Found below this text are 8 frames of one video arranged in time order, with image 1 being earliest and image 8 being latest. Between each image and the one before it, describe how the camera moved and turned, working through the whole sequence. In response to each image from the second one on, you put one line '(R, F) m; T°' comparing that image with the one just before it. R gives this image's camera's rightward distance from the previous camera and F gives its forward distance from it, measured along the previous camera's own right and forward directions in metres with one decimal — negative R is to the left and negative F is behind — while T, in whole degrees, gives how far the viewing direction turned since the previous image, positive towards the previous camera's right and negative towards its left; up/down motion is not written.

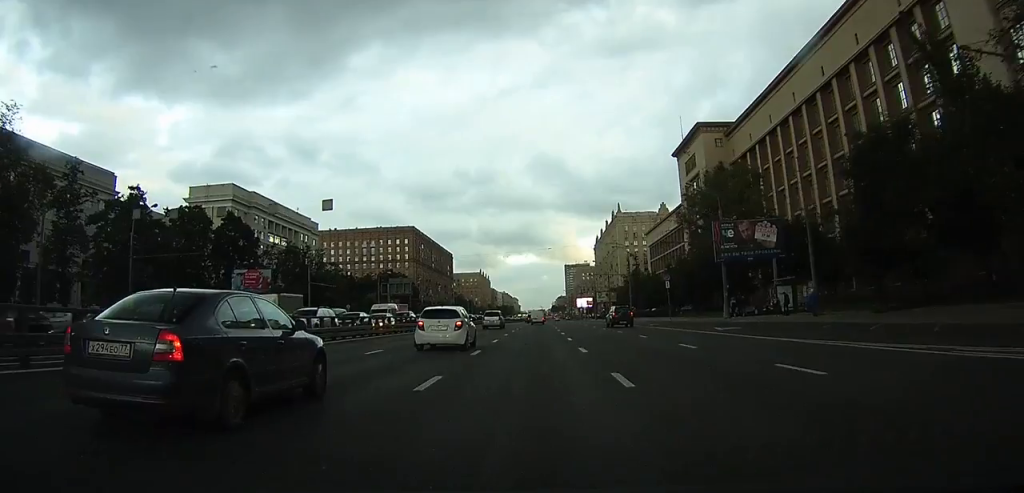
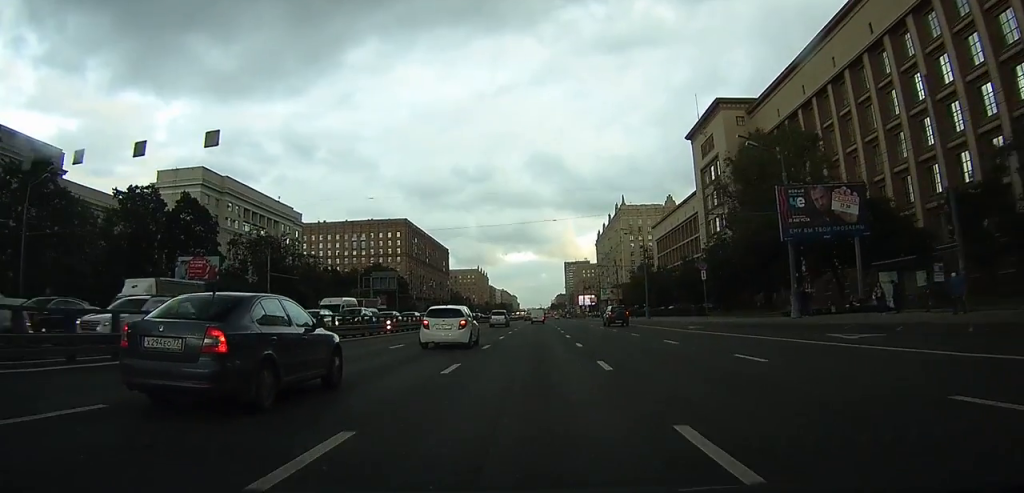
(-0.1, +13.5) m; -1°
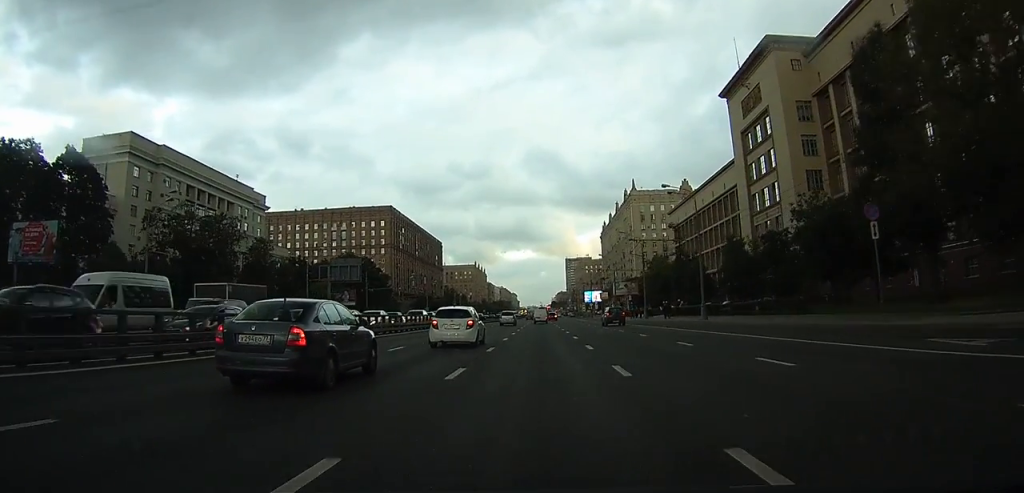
(-0.2, +25.1) m; -1°
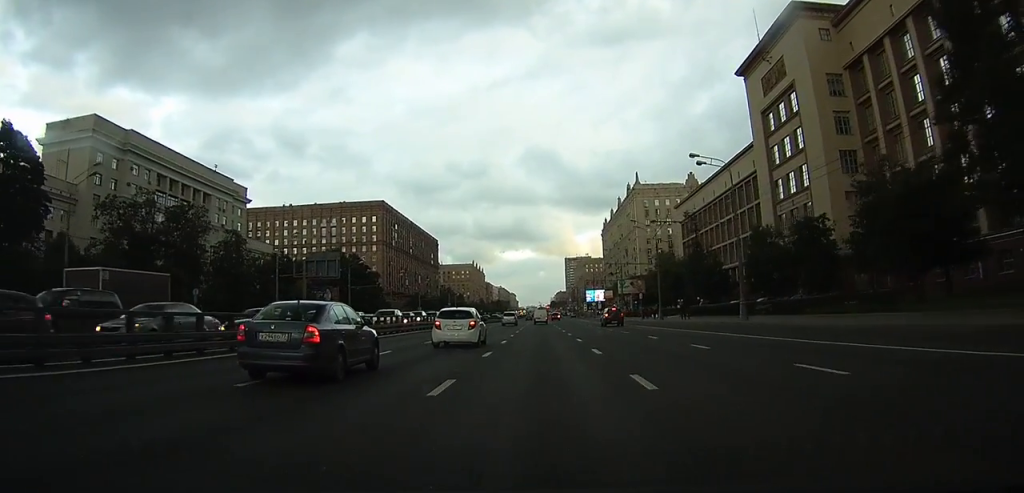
(0.0, +10.0) m; 0°
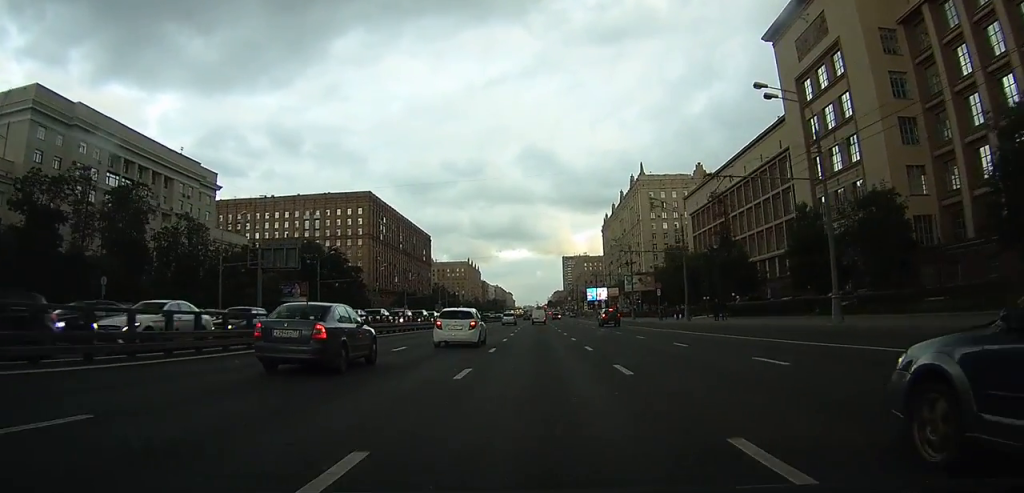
(0.0, +13.6) m; 0°
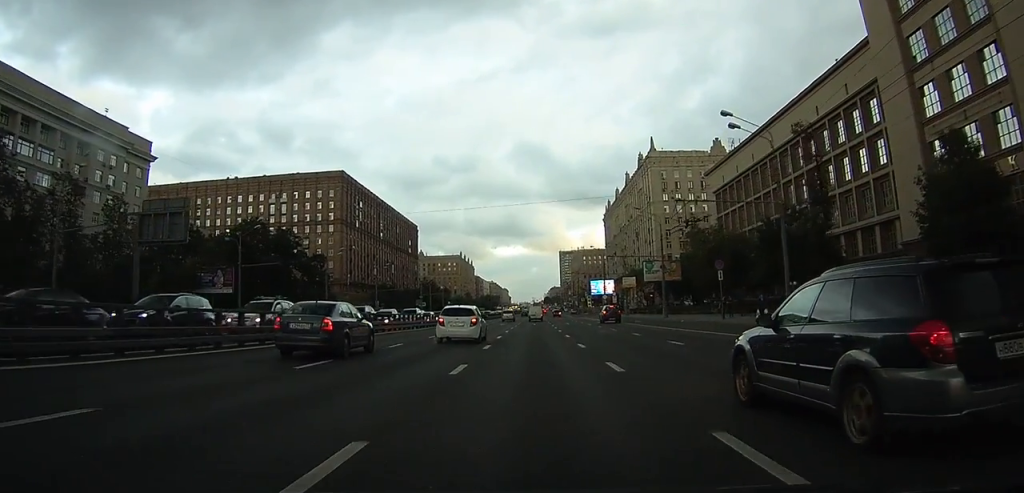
(+0.1, +23.8) m; 0°
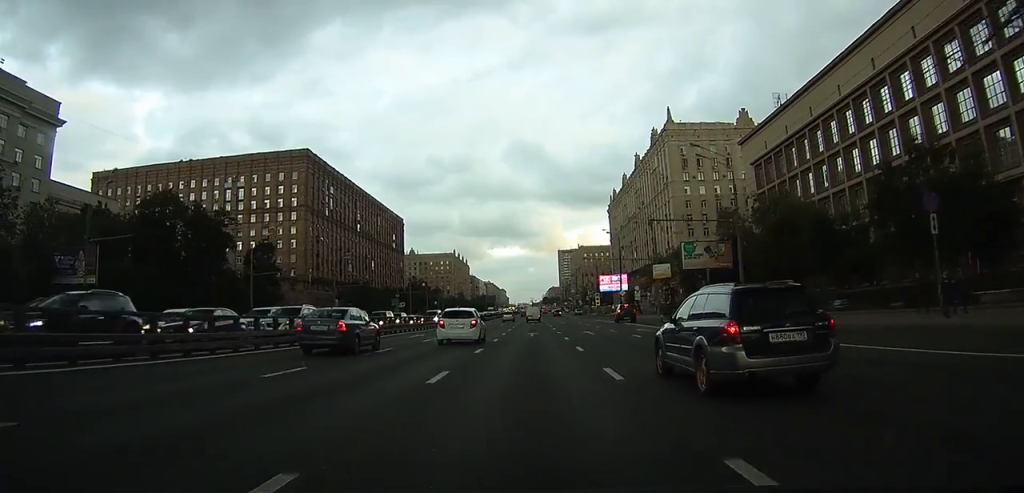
(+0.1, +25.0) m; 0°
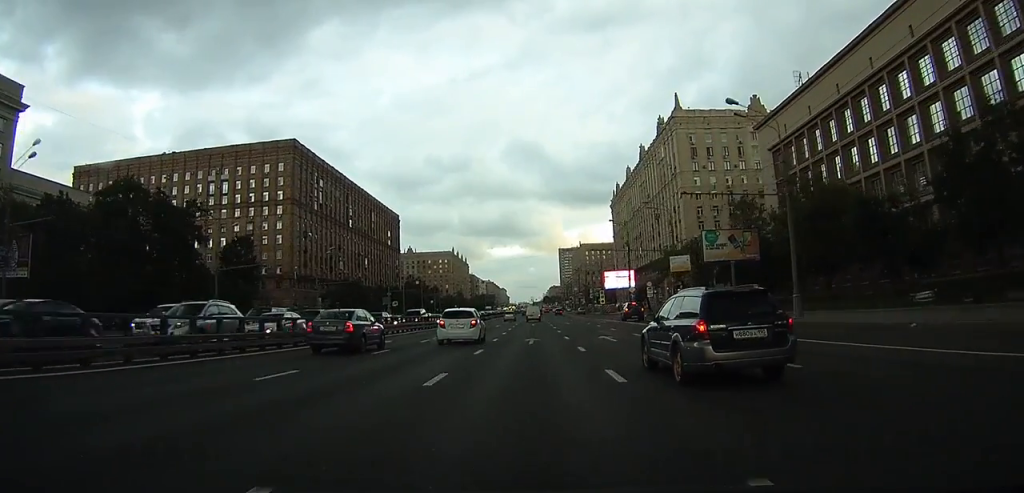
(0.0, +8.3) m; 0°
